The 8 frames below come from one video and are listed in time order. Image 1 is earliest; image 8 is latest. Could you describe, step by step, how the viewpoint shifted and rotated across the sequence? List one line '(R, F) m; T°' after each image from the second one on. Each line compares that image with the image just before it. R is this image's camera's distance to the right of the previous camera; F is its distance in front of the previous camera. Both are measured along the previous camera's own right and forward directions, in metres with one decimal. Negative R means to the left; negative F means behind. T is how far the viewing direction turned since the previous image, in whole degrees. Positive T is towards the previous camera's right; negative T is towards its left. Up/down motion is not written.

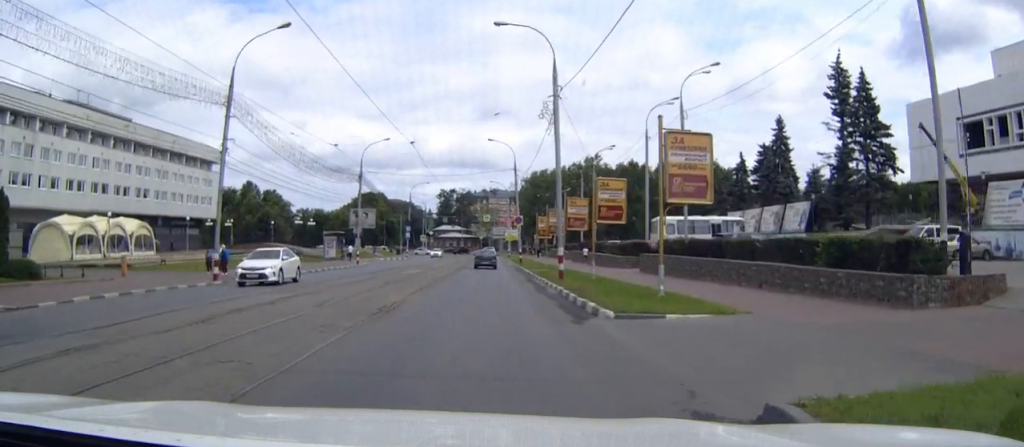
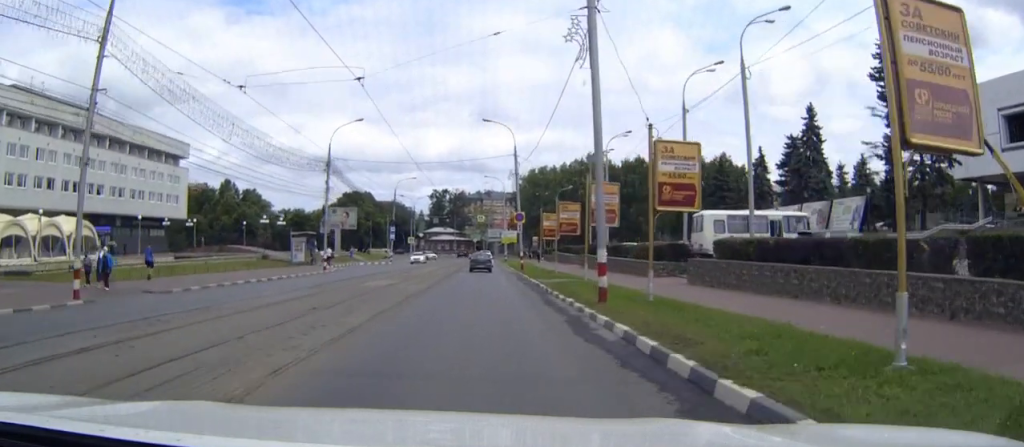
(0.0, +12.3) m; 0°
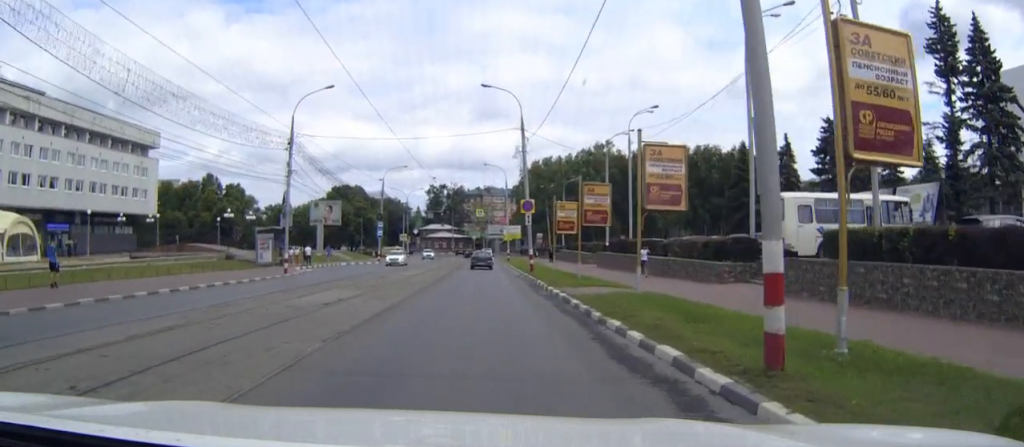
(-0.1, +11.4) m; -1°
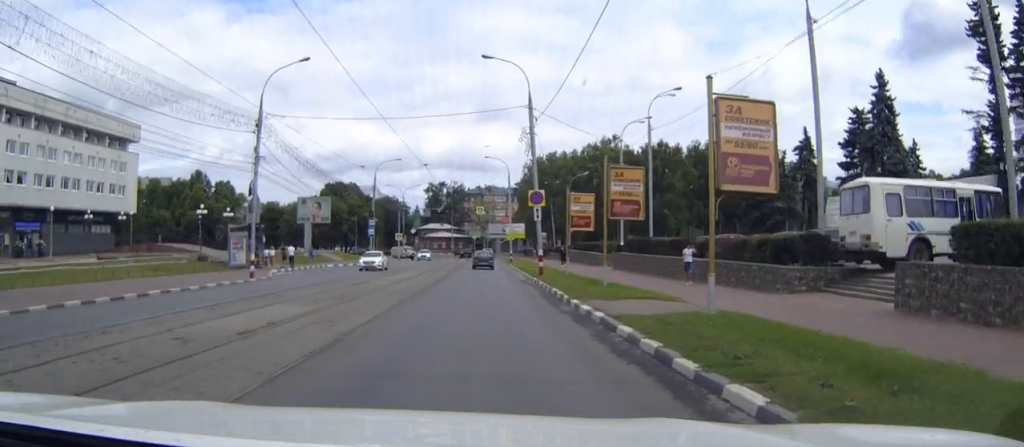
(0.0, +7.1) m; 0°
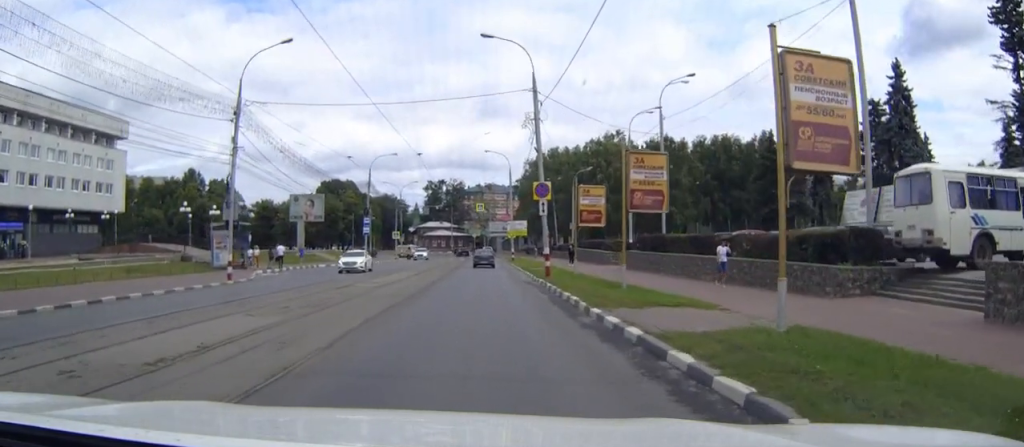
(0.0, +3.7) m; 0°
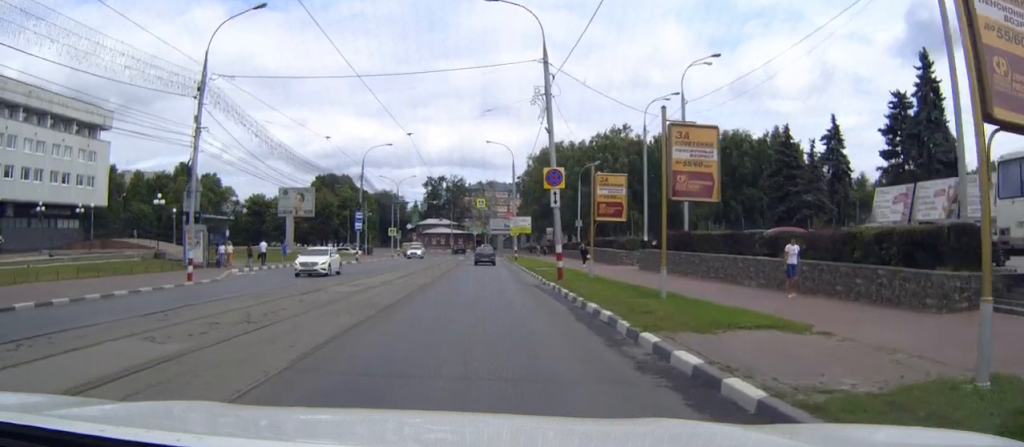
(0.0, +5.2) m; 0°
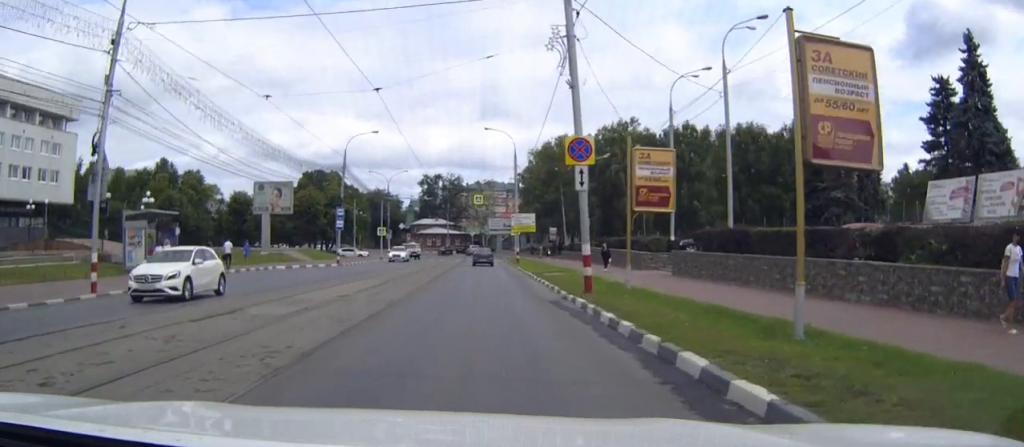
(0.0, +8.3) m; 0°
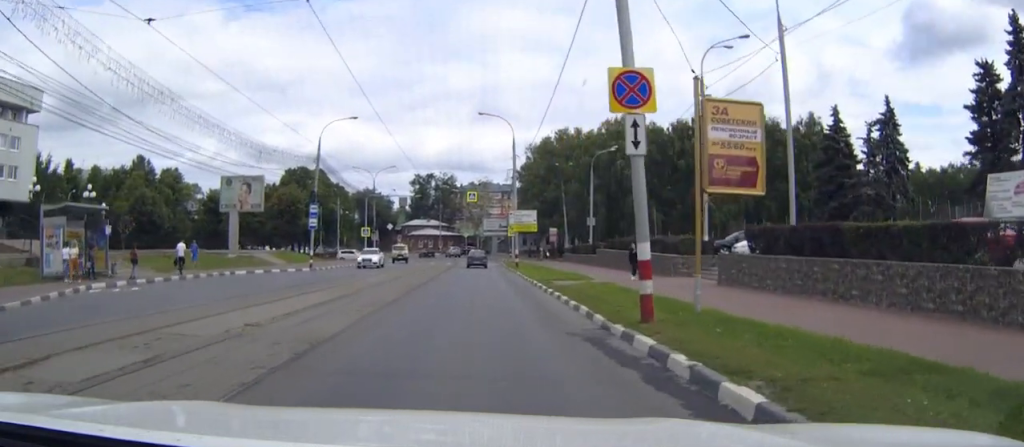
(0.0, +8.1) m; 0°
